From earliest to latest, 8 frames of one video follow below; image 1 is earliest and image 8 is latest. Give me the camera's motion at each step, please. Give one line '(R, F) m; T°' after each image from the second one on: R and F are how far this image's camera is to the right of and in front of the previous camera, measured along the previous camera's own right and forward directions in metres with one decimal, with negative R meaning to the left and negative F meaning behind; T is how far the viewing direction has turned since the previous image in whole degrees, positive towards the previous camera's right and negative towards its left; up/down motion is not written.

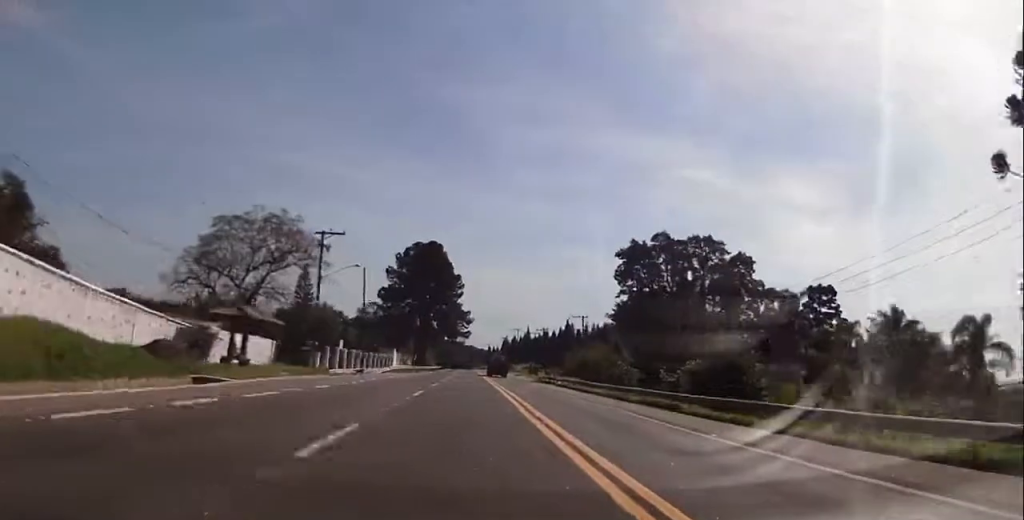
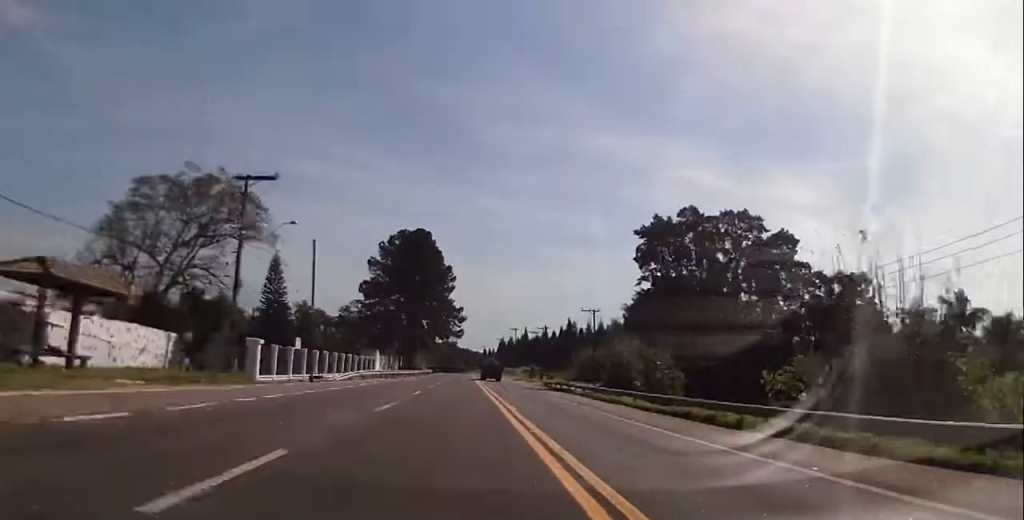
(+0.1, +15.7) m; +1°
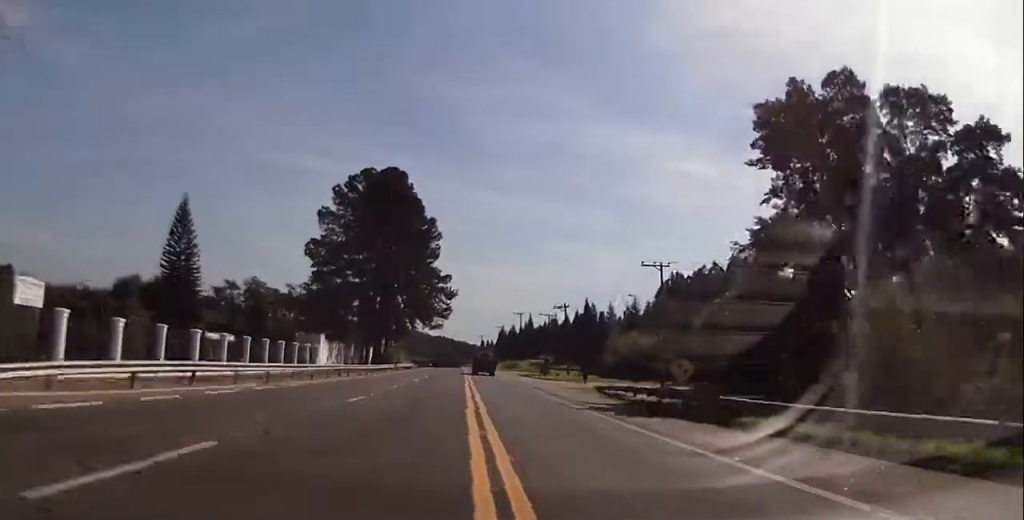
(+0.5, +38.5) m; +1°
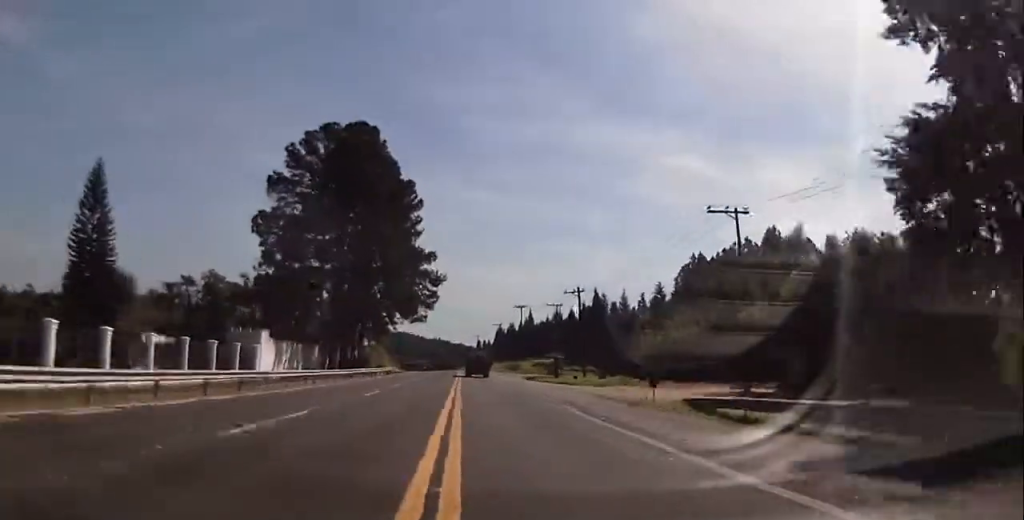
(+0.1, +20.4) m; 0°
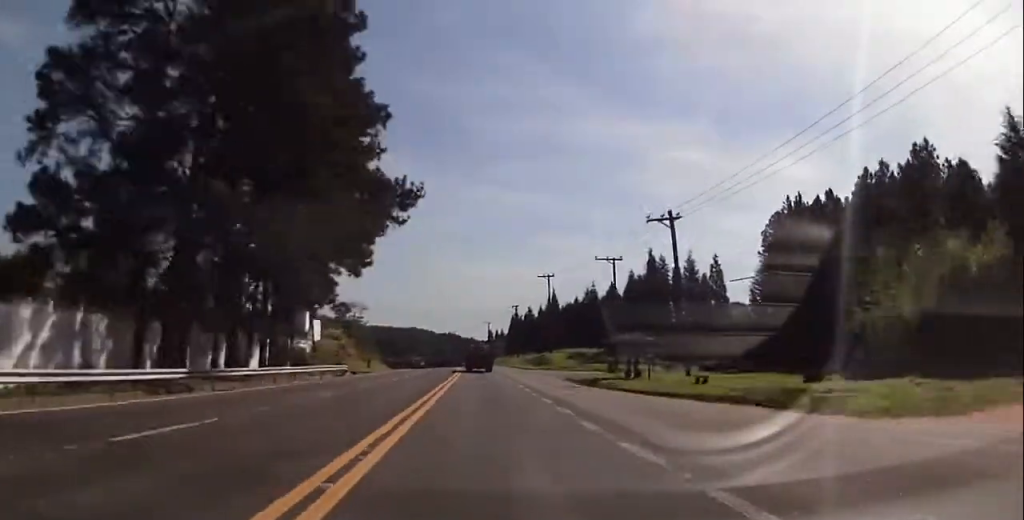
(0.0, +43.1) m; 0°
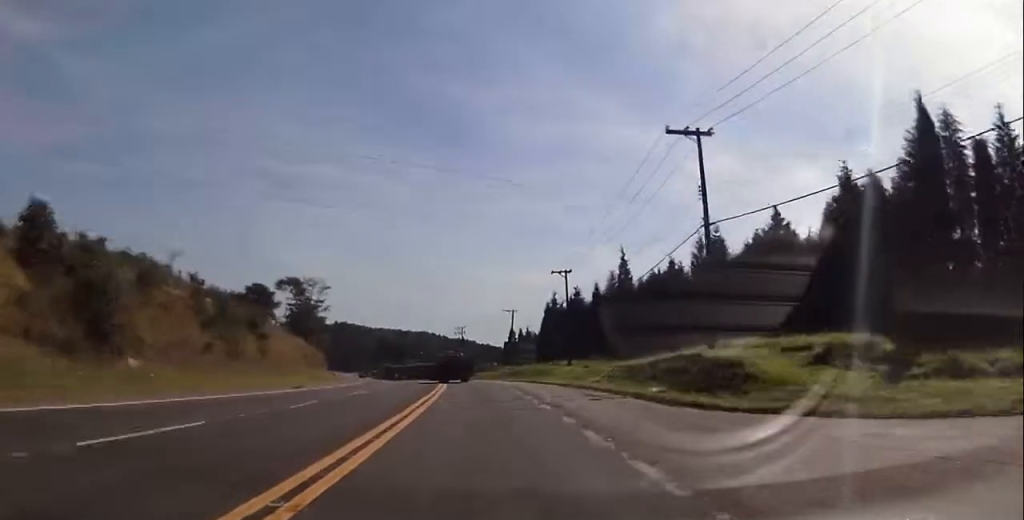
(-0.9, +67.5) m; -2°
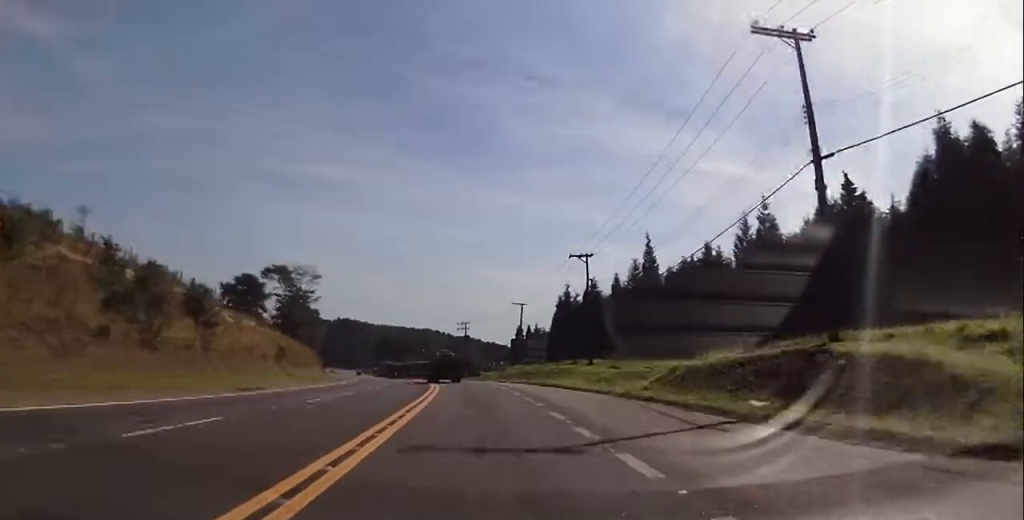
(0.0, +13.3) m; -1°
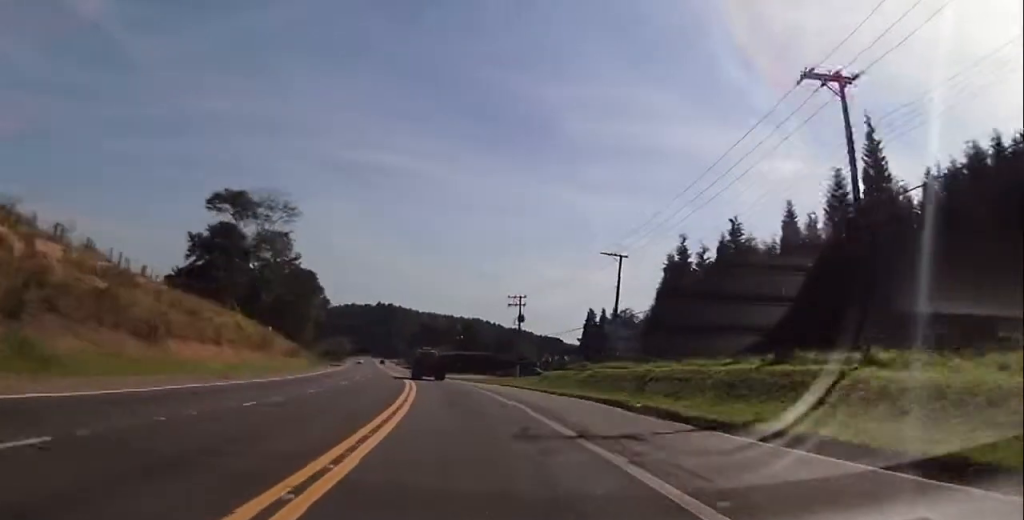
(-1.2, +43.4) m; -4°
